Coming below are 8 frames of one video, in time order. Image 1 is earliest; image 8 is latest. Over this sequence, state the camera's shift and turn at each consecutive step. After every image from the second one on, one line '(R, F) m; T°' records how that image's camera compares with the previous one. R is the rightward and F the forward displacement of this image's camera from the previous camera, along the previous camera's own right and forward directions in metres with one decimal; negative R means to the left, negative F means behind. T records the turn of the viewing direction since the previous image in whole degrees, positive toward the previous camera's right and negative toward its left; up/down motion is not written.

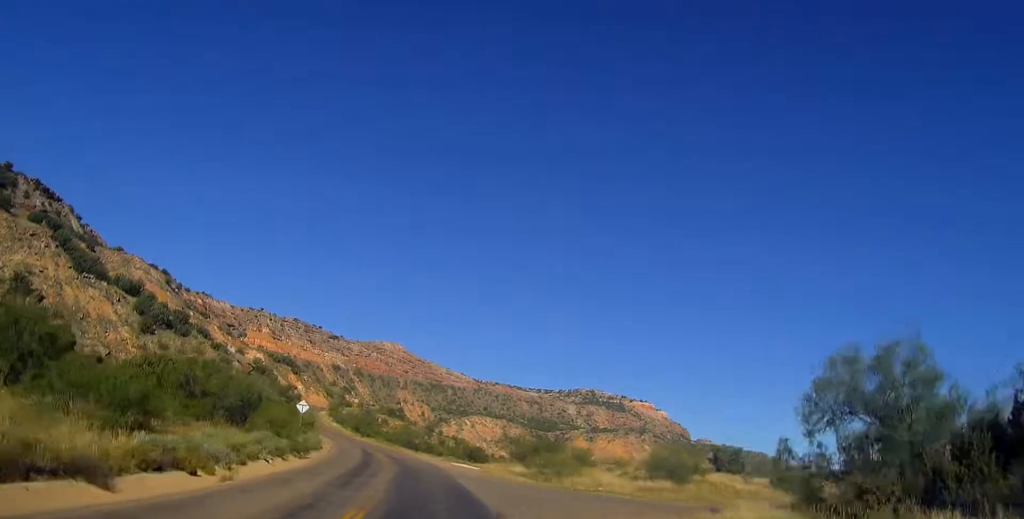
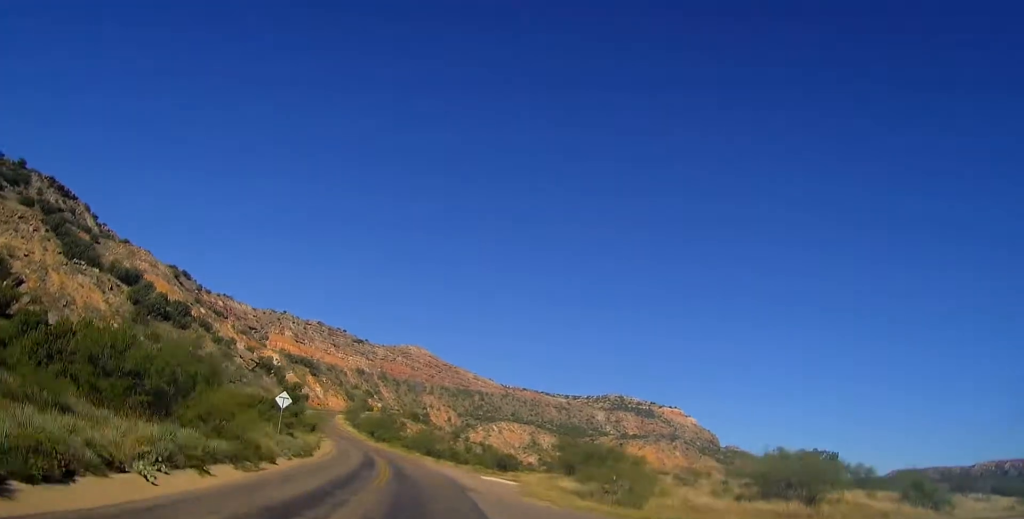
(-0.6, +12.1) m; -4°
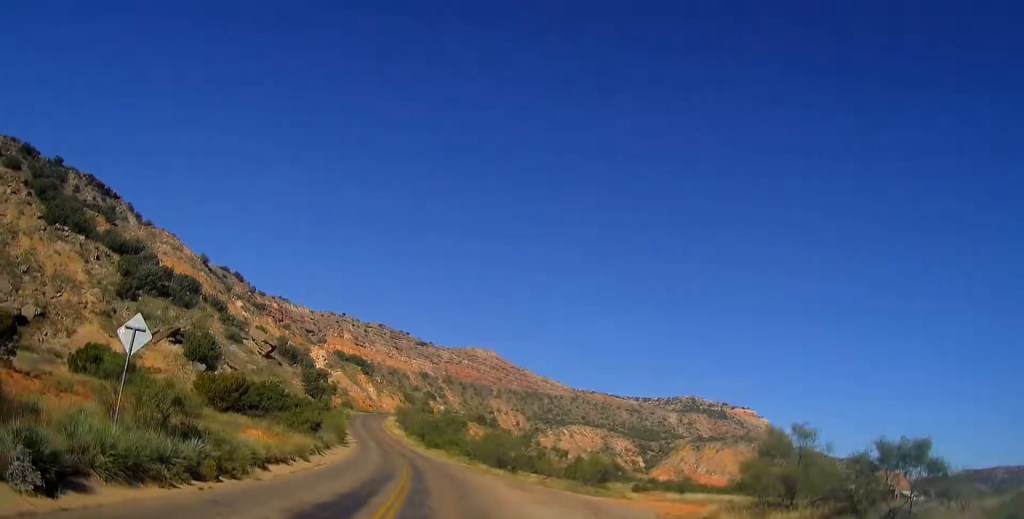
(-1.3, +24.8) m; -6°
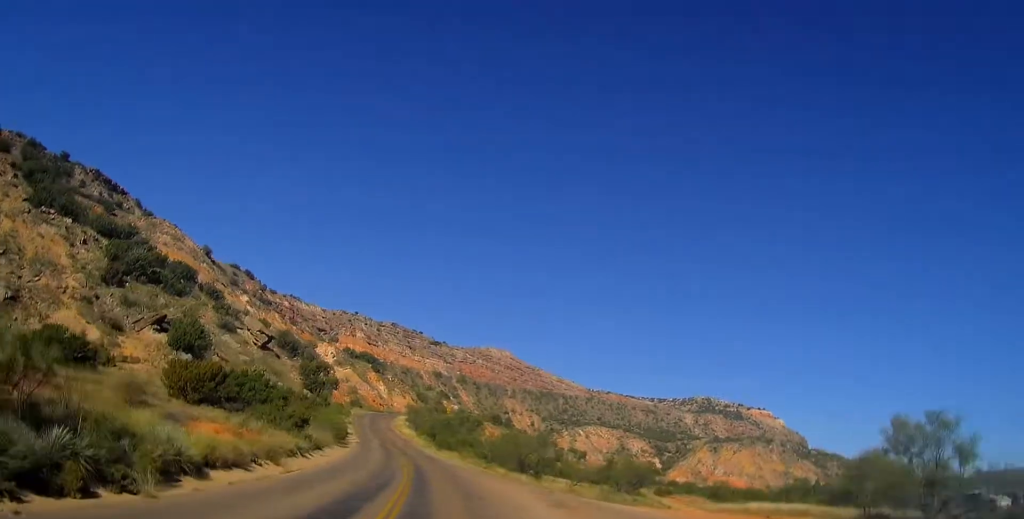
(-0.1, +7.1) m; -1°
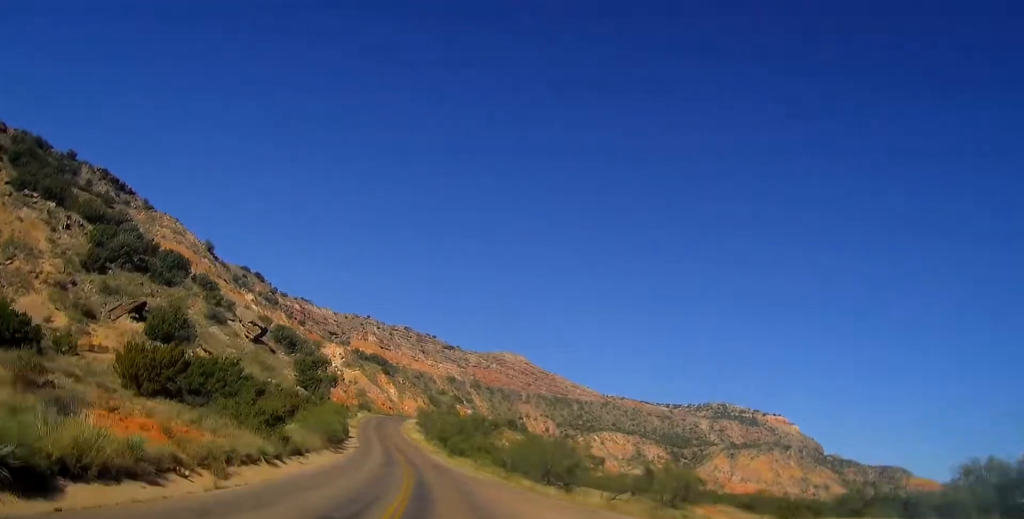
(-0.1, +7.1) m; -1°
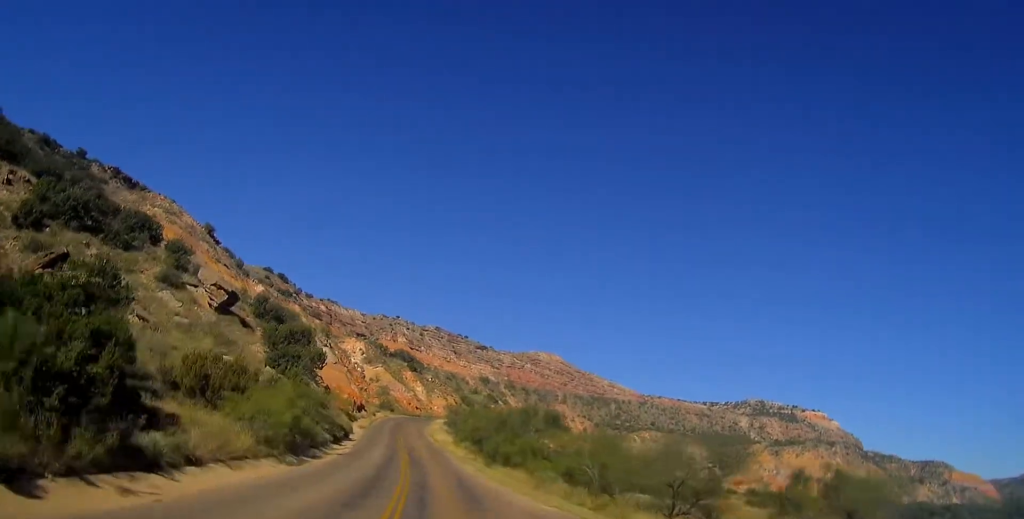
(-0.4, +17.3) m; -3°
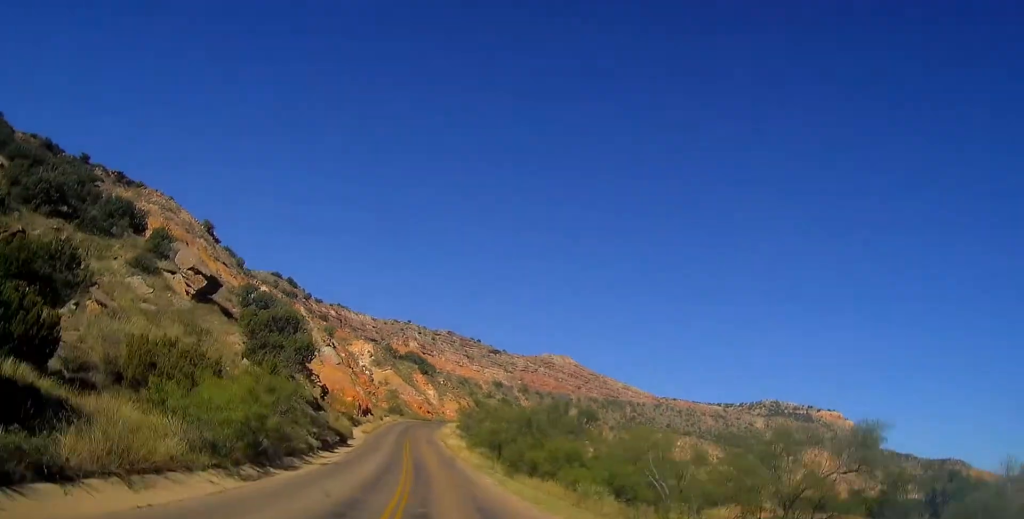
(-0.1, +6.7) m; -1°
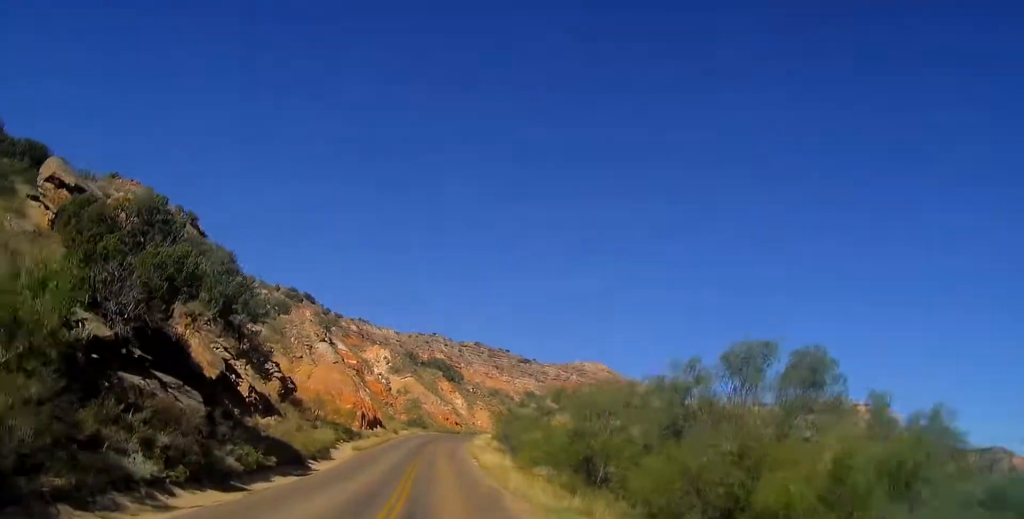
(-0.3, +18.0) m; -2°
